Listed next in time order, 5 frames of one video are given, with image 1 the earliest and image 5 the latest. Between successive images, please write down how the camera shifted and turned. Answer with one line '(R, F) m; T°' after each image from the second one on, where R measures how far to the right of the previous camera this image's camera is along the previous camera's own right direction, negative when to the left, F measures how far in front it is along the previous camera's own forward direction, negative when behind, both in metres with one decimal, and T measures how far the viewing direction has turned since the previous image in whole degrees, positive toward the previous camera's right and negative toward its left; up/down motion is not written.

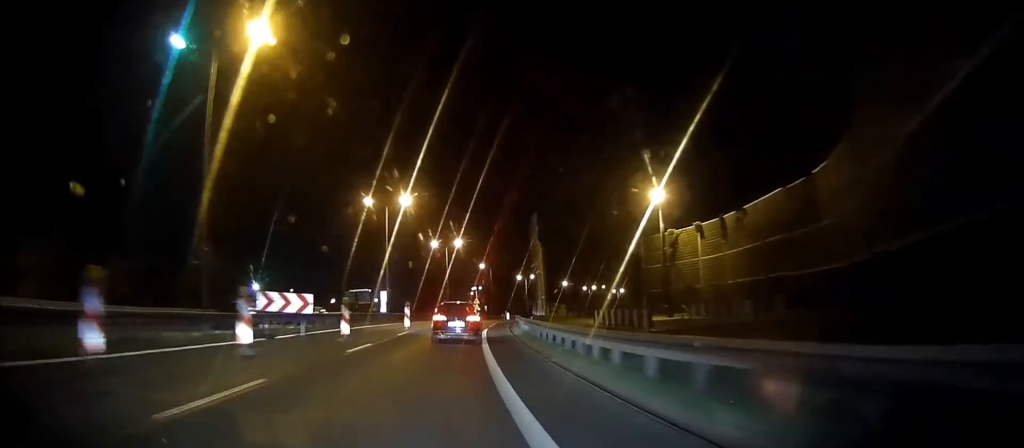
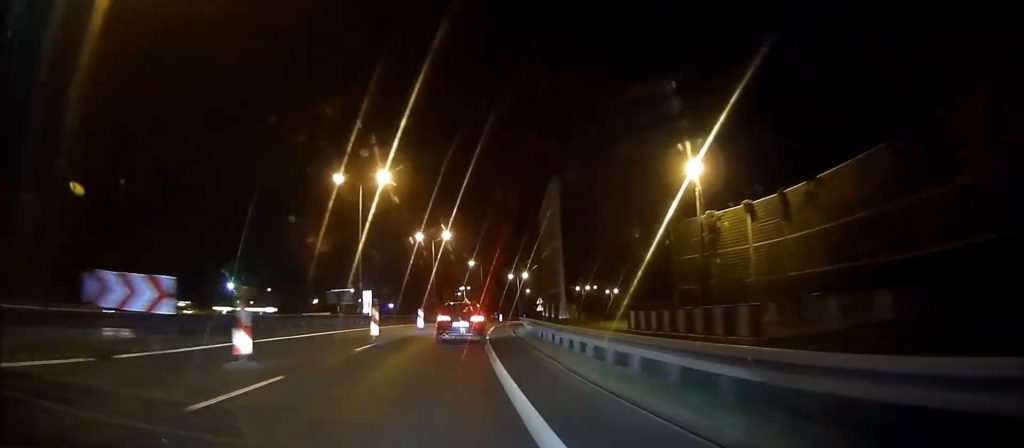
(+0.3, +11.1) m; +2°
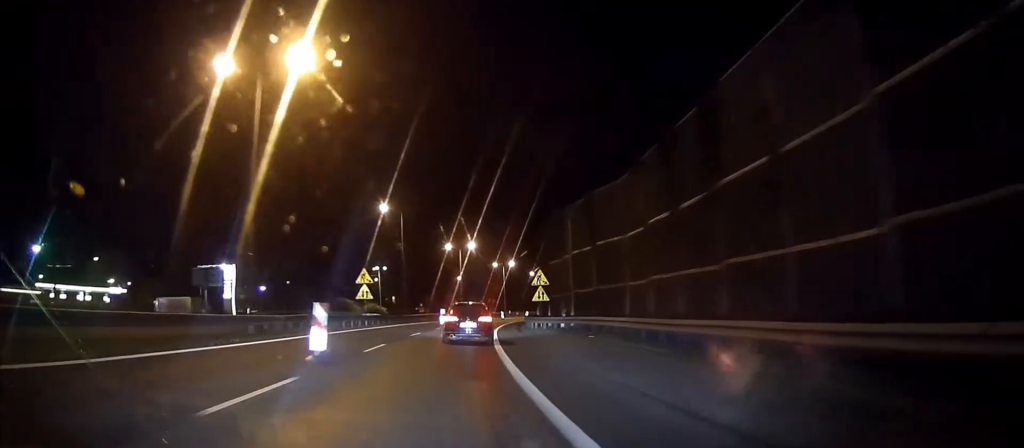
(+3.1, +59.1) m; +7°
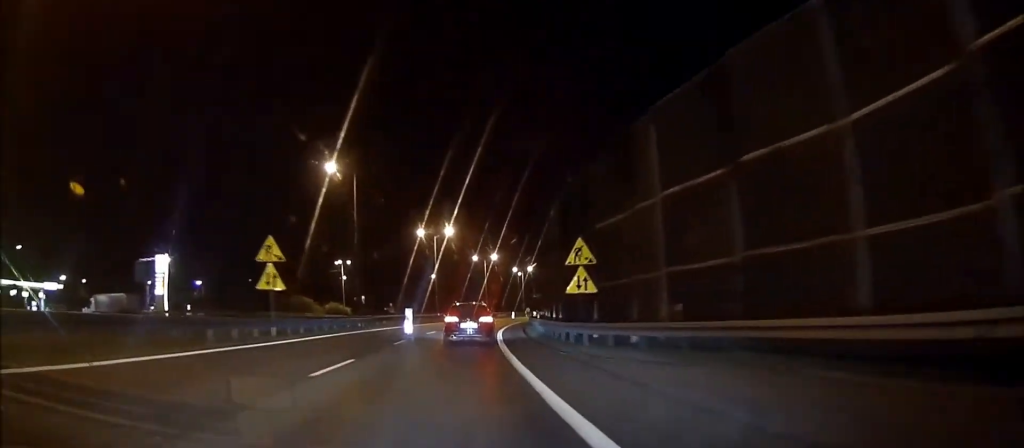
(+0.5, +18.7) m; +3°
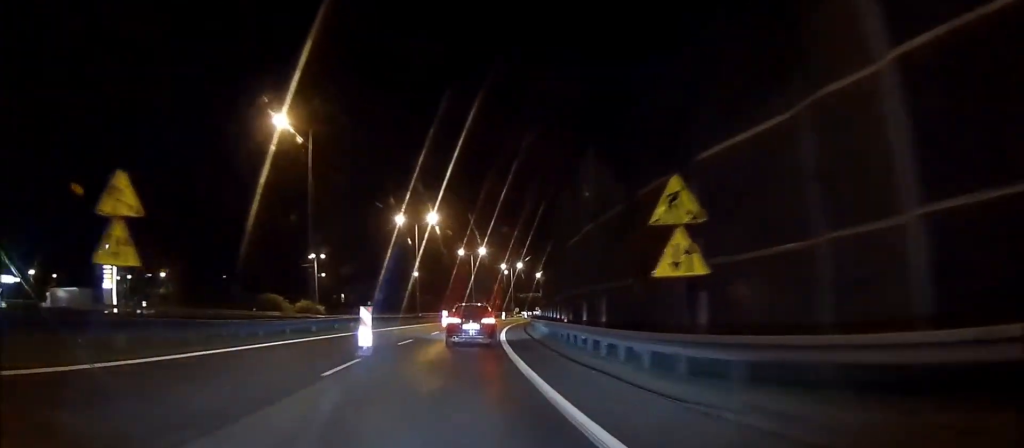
(+0.2, +11.3) m; +1°
